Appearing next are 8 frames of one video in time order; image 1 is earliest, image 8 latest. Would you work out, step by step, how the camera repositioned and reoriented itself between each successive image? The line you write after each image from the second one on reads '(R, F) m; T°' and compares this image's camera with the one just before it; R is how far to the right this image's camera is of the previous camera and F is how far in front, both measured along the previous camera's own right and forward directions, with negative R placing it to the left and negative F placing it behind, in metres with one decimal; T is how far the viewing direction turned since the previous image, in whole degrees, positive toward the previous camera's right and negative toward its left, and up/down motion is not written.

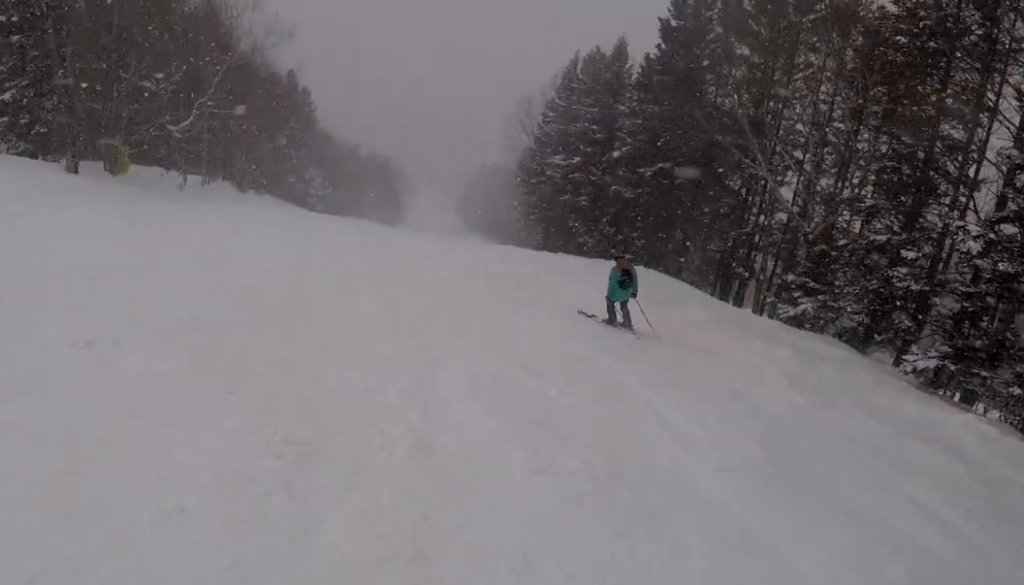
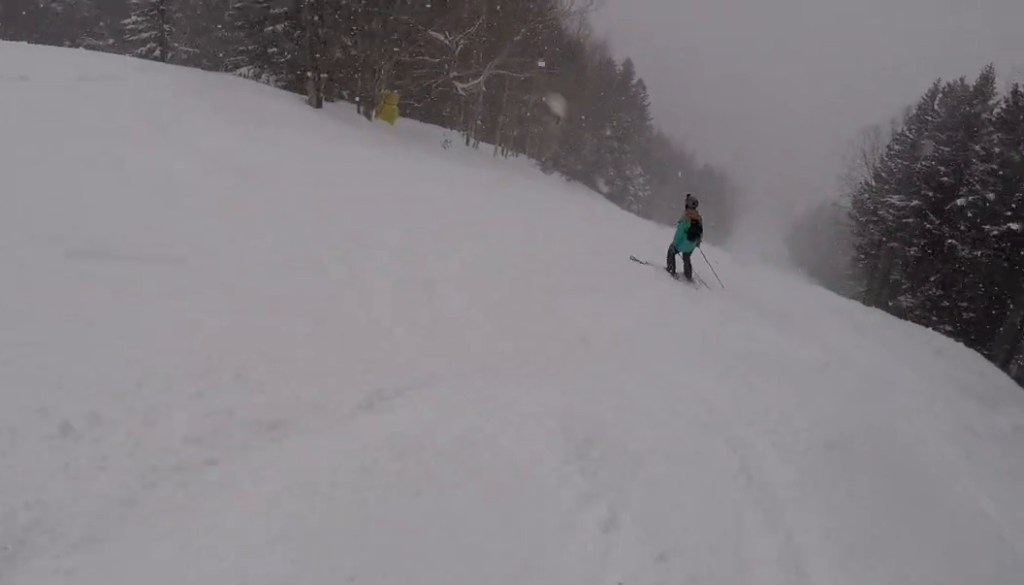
(-1.3, +3.3) m; -41°
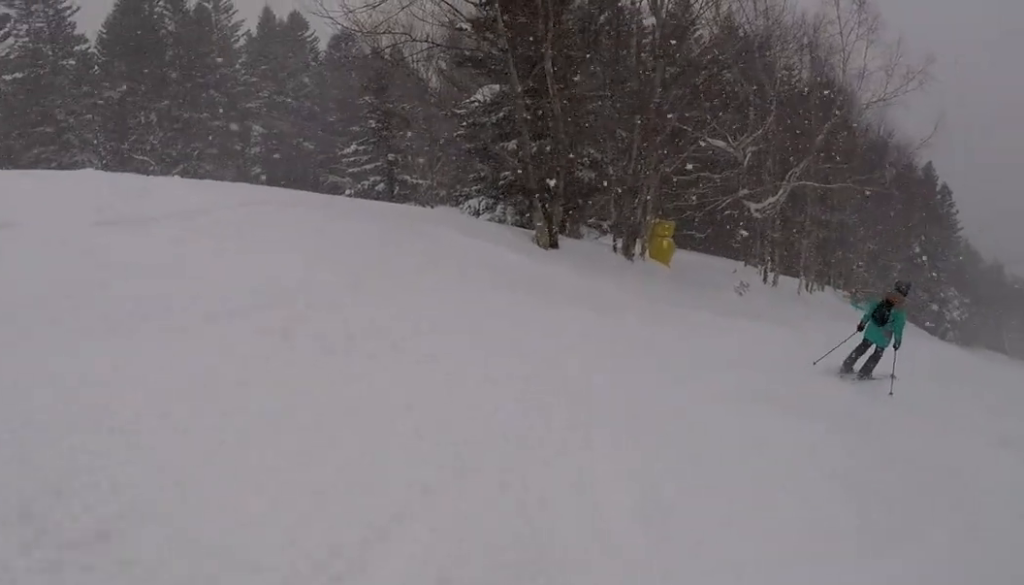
(-2.7, +5.9) m; -19°
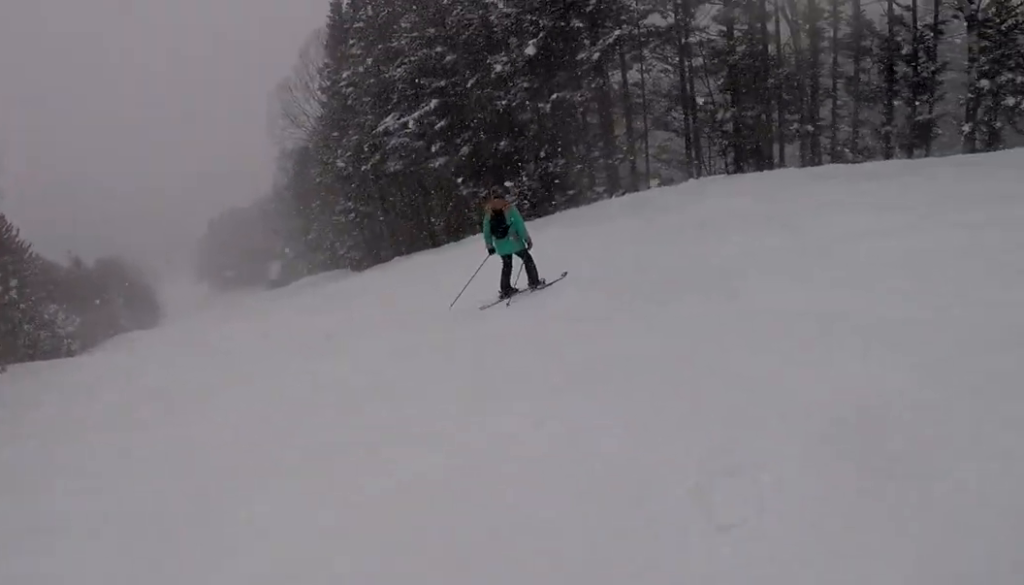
(+3.6, +6.5) m; +54°
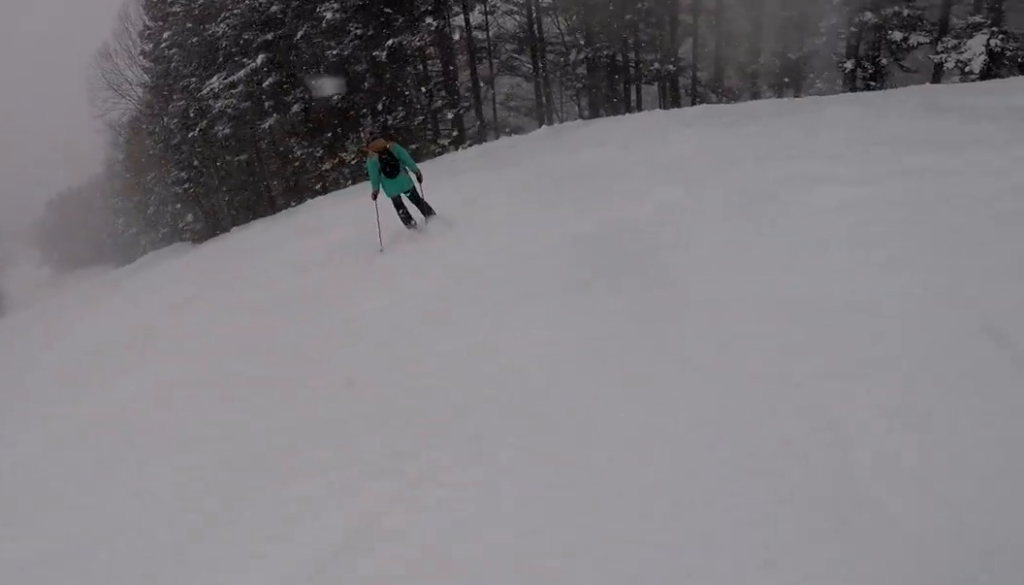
(-0.2, +1.7) m; +12°
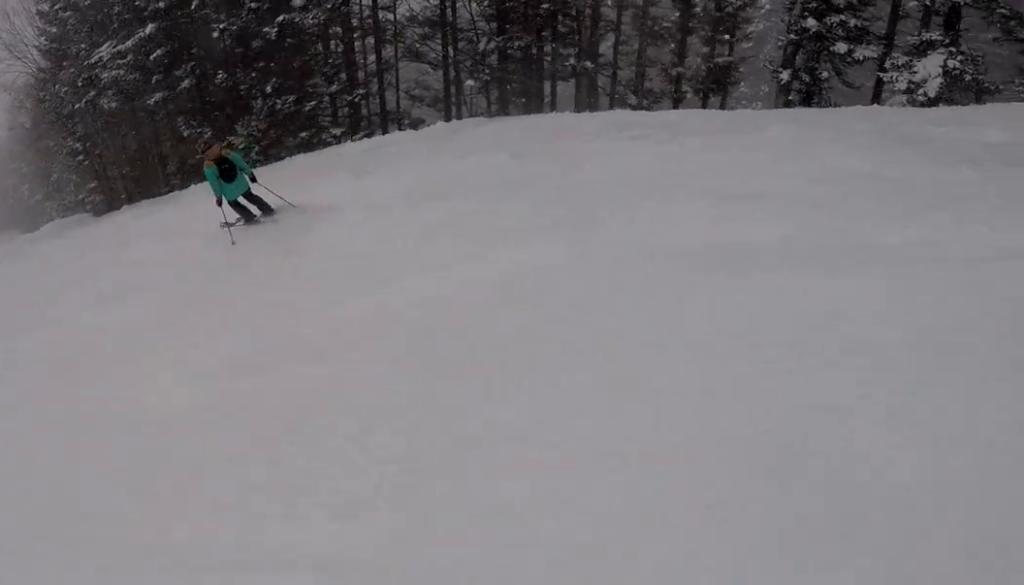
(+0.5, +2.1) m; +12°
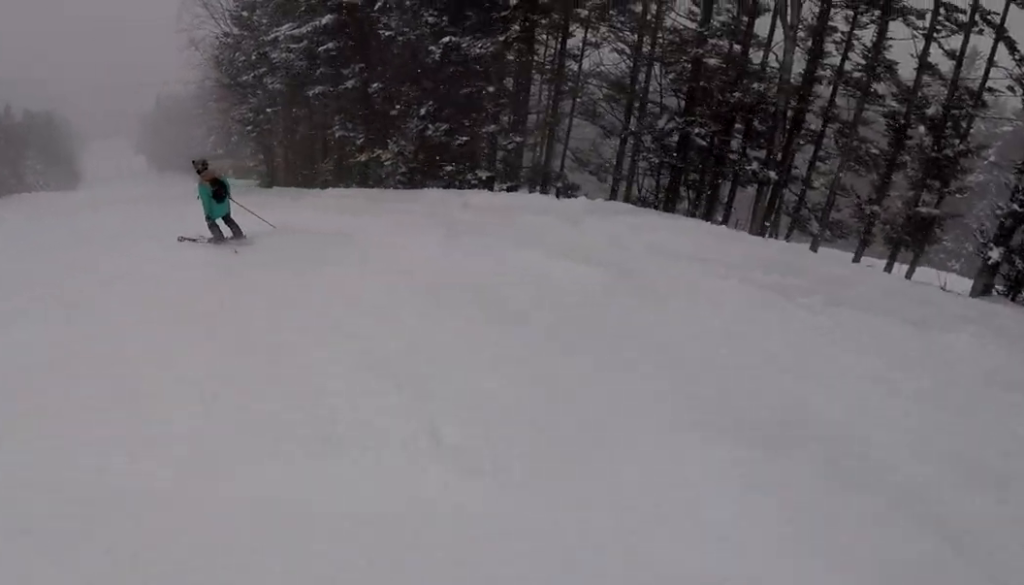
(+0.7, +2.6) m; +12°
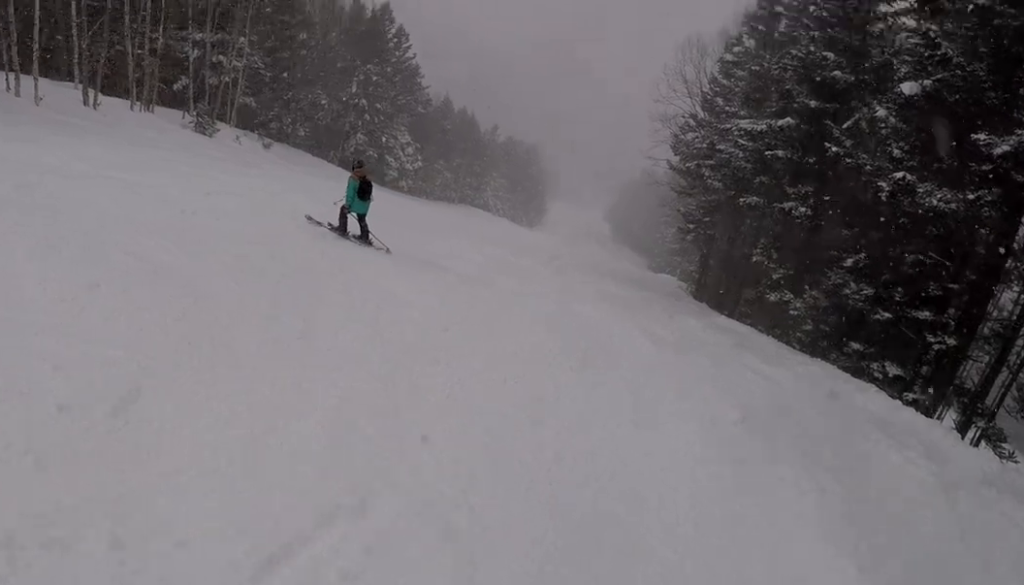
(-0.2, +3.9) m; -46°
